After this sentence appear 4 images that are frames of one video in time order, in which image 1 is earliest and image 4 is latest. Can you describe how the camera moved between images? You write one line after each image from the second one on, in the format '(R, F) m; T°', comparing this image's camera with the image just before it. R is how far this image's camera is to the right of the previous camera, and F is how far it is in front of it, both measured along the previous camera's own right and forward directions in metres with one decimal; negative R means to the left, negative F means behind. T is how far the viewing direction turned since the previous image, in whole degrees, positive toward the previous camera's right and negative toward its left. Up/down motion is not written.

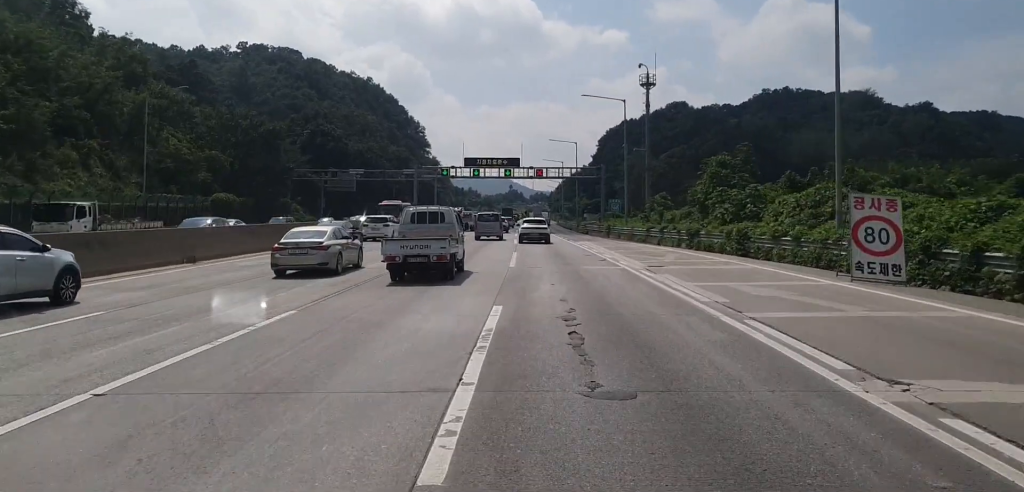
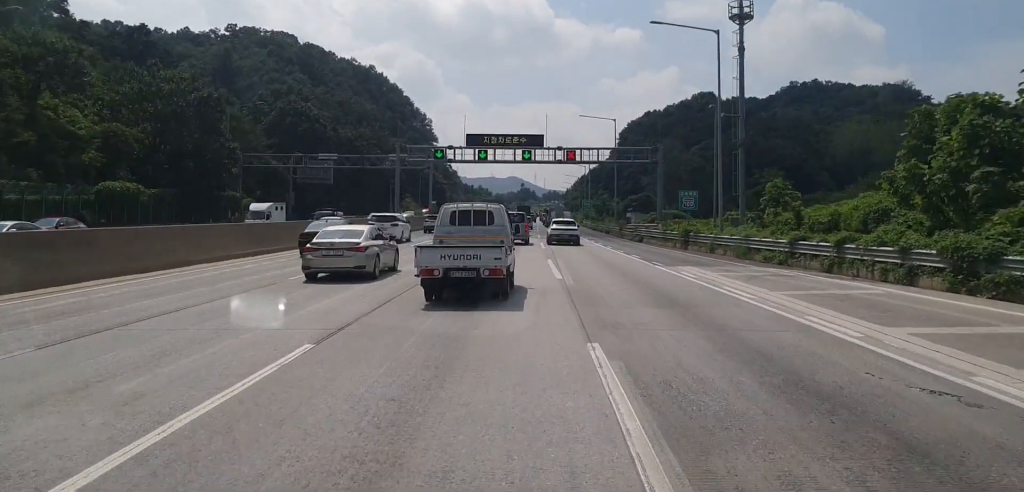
(0.0, +25.6) m; +1°
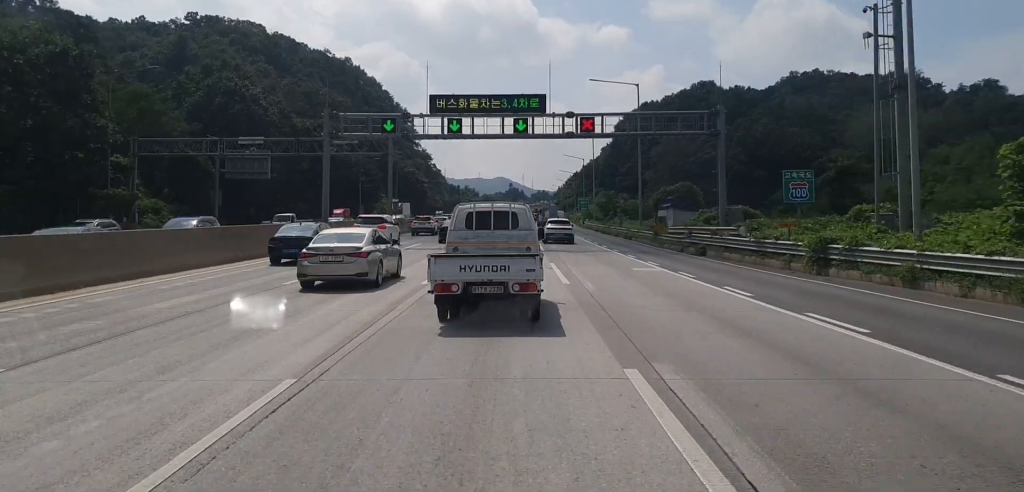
(+0.7, +21.5) m; +1°
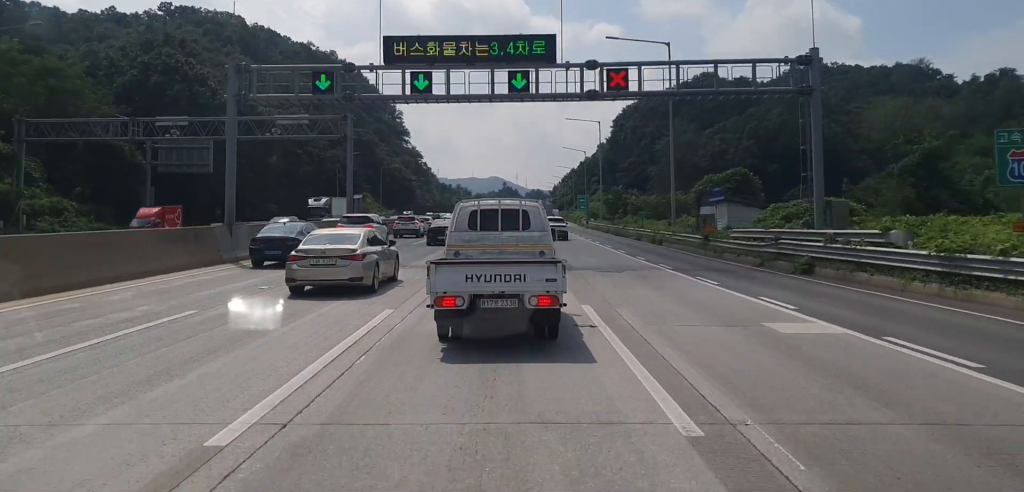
(-0.5, +13.6) m; +1°
